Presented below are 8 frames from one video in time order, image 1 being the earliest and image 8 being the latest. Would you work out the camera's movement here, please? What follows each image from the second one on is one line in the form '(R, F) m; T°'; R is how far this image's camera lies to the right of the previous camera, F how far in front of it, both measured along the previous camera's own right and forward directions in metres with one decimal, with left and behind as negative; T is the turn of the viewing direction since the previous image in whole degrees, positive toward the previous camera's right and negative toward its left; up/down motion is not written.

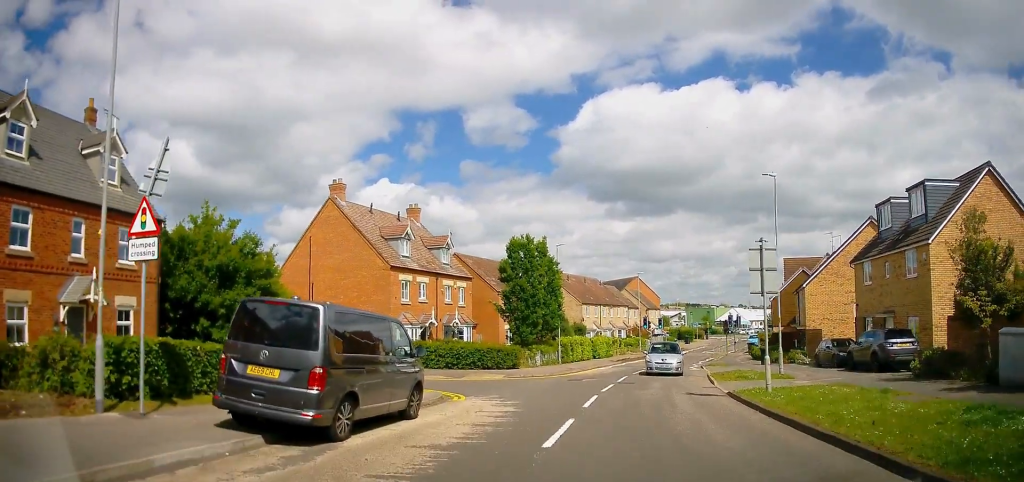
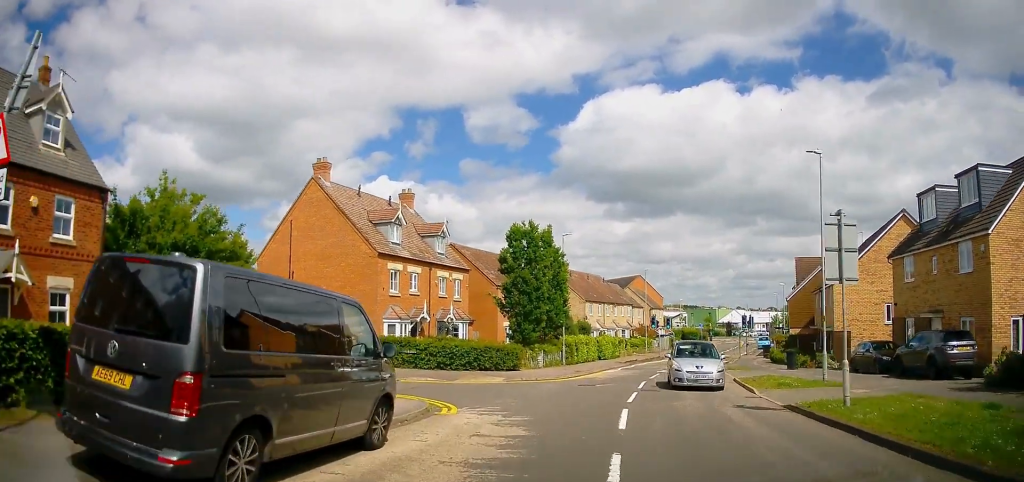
(0.0, +3.7) m; +1°
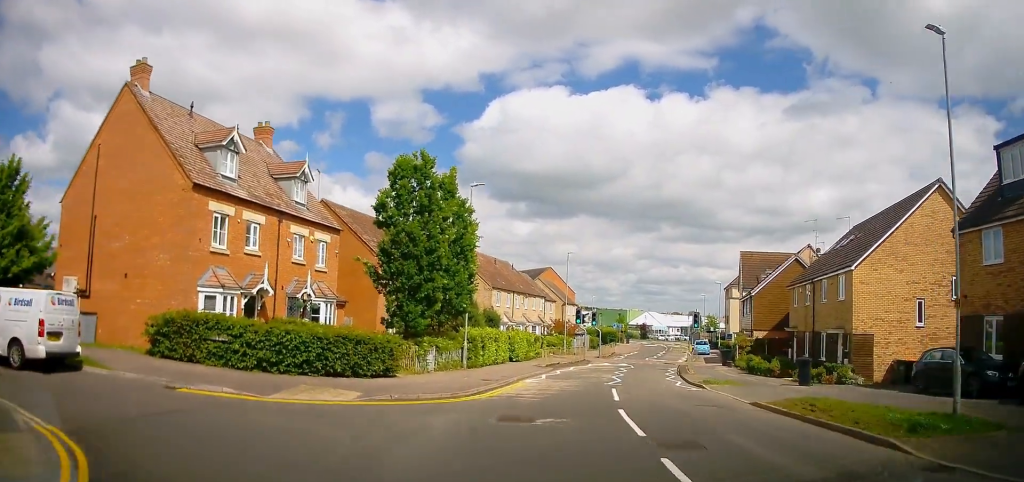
(+0.9, +11.1) m; +11°
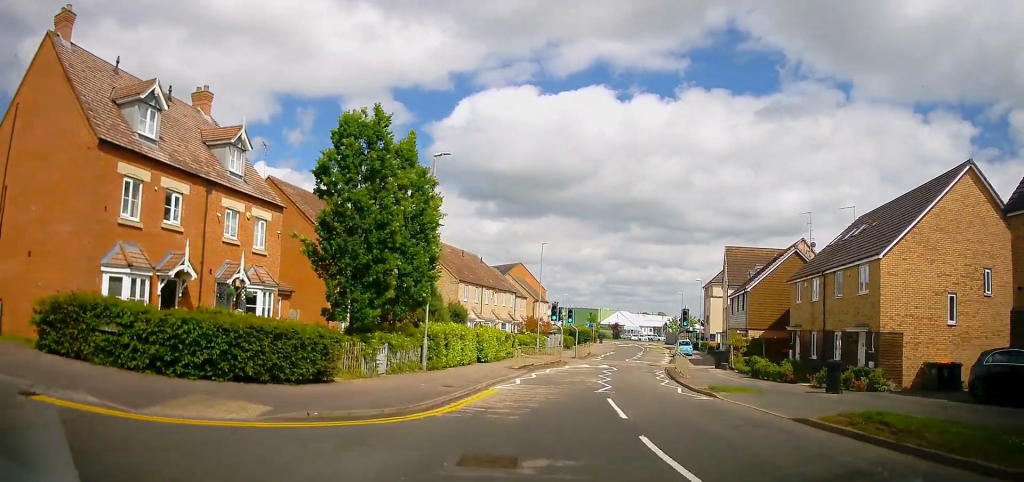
(+0.2, +3.9) m; +4°
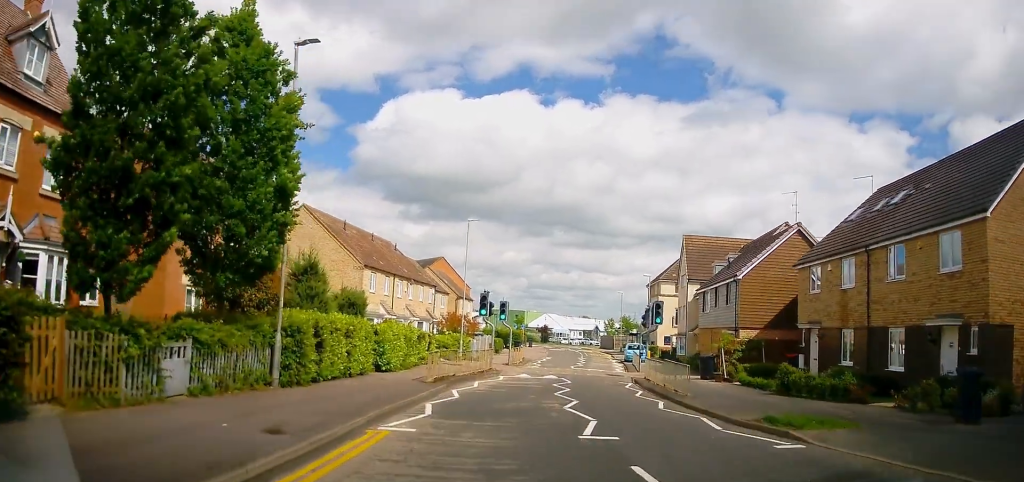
(+0.2, +9.0) m; +2°
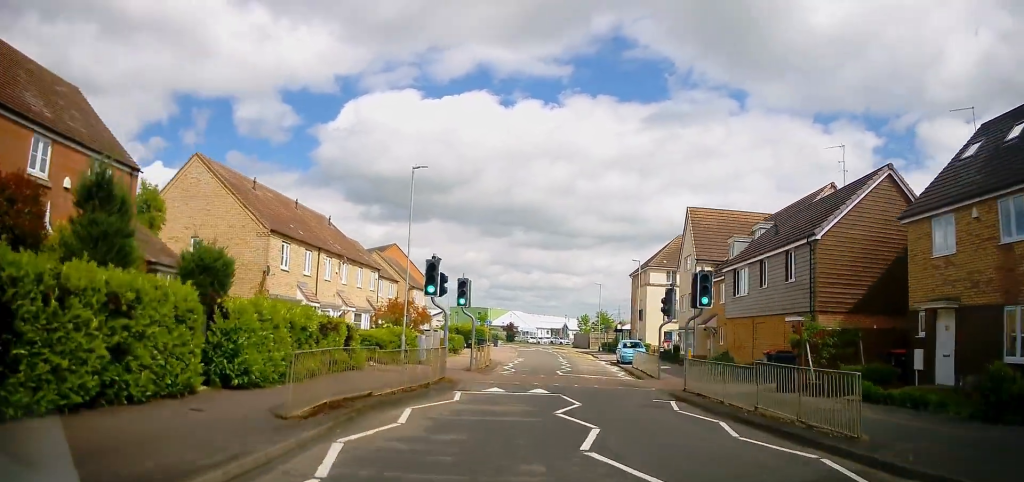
(+0.4, +10.2) m; +5°
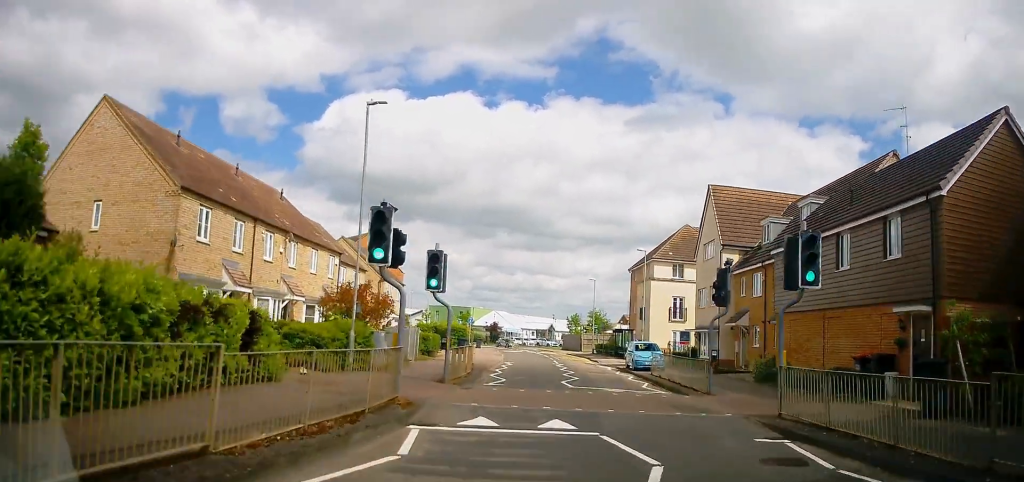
(+0.3, +6.9) m; +2°
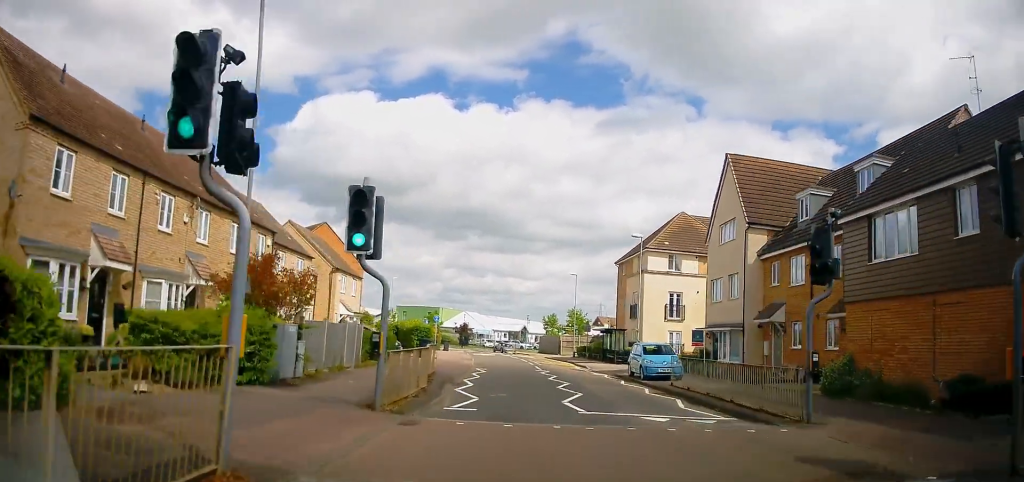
(0.0, +6.9) m; 0°
